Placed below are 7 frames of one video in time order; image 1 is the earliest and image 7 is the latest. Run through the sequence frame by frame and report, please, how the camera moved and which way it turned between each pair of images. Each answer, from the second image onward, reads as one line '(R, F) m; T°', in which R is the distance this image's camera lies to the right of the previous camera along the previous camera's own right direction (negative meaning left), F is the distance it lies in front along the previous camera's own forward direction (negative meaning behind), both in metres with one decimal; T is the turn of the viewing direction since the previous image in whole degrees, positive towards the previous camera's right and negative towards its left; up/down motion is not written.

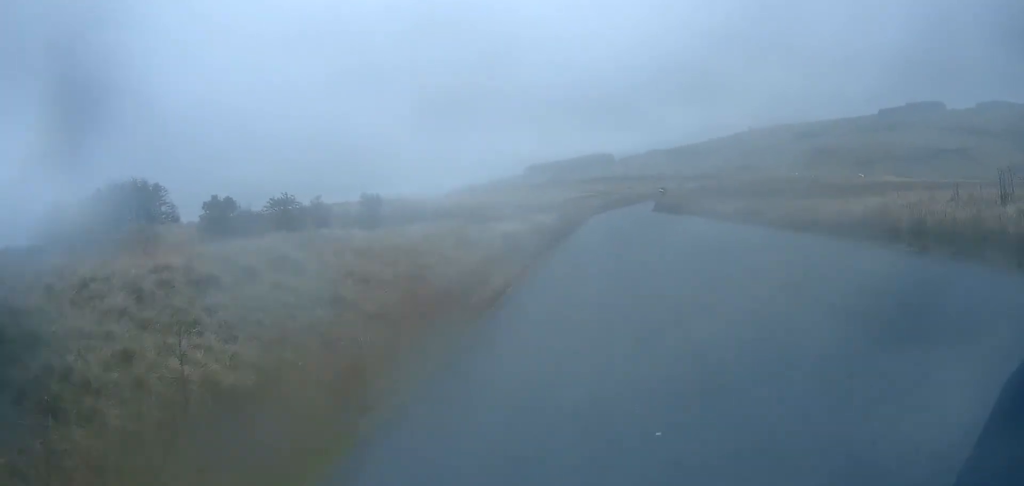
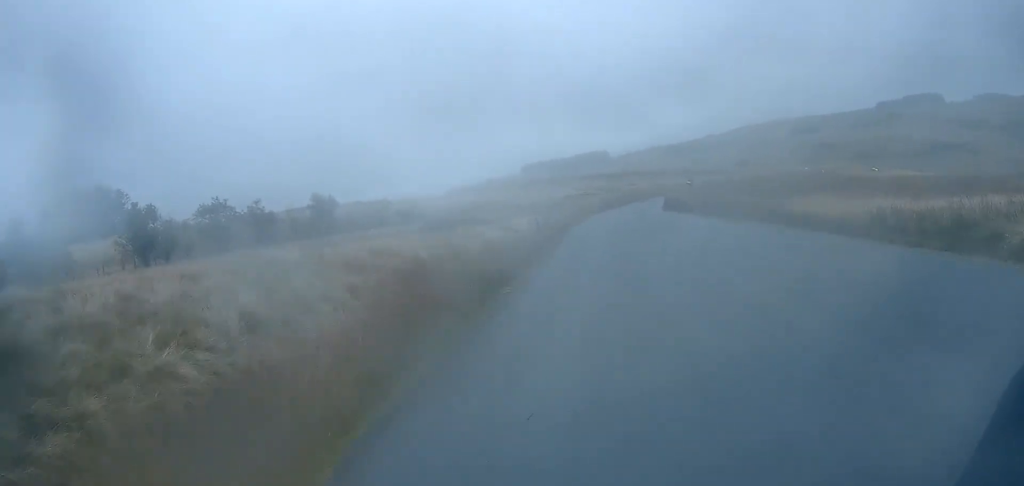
(0.0, +10.4) m; 0°
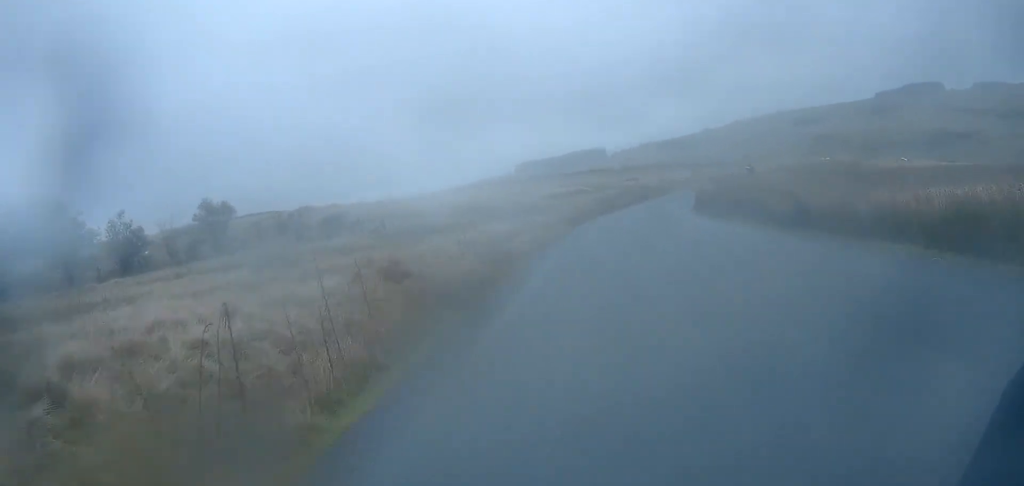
(+0.1, +15.4) m; +1°
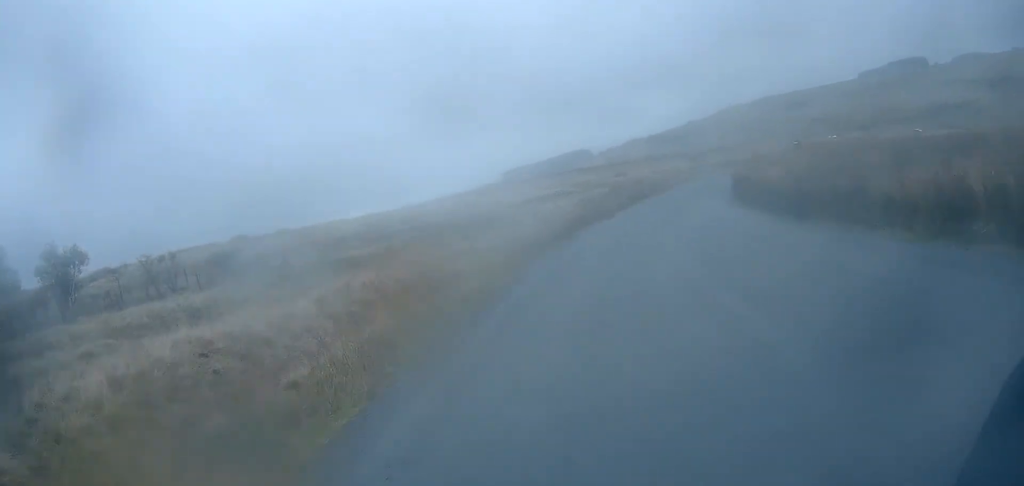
(+0.1, +12.4) m; +2°
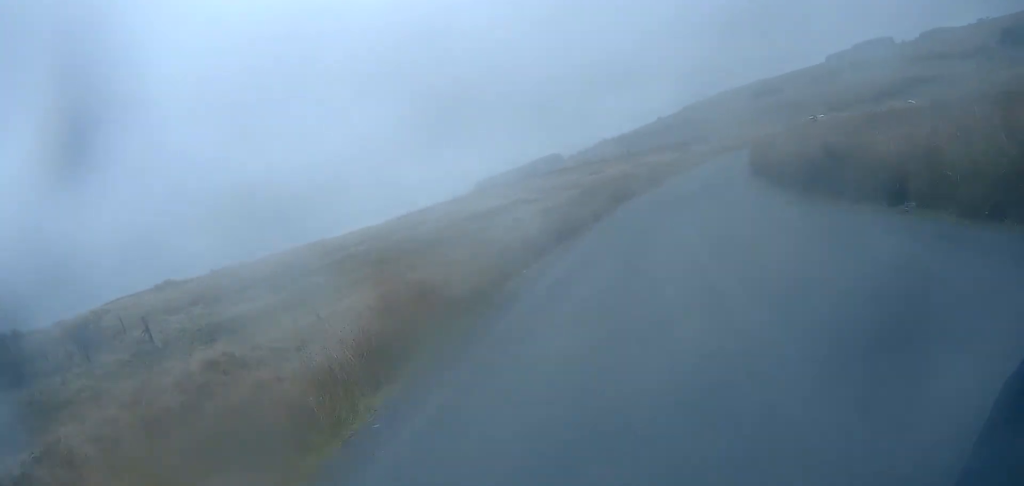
(+0.2, +9.0) m; +3°
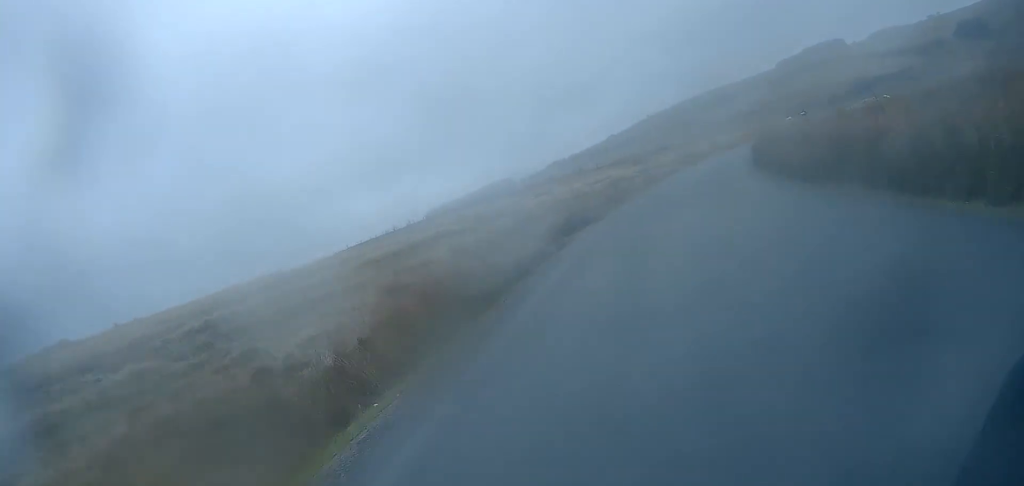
(+0.2, +8.8) m; +4°
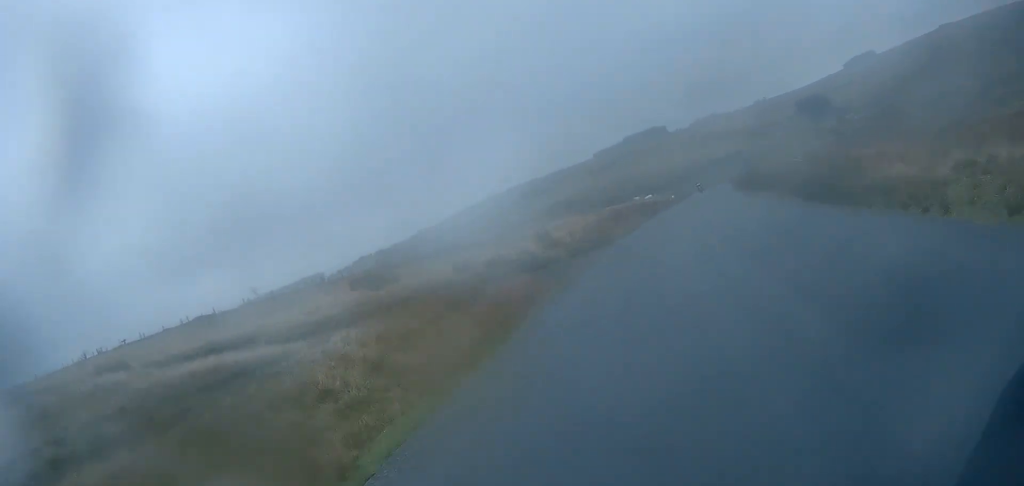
(+5.1, +32.0) m; +18°
